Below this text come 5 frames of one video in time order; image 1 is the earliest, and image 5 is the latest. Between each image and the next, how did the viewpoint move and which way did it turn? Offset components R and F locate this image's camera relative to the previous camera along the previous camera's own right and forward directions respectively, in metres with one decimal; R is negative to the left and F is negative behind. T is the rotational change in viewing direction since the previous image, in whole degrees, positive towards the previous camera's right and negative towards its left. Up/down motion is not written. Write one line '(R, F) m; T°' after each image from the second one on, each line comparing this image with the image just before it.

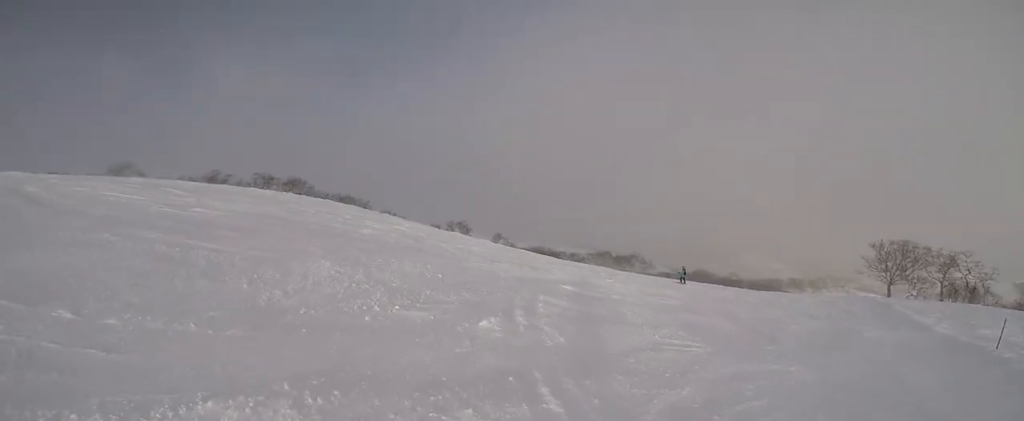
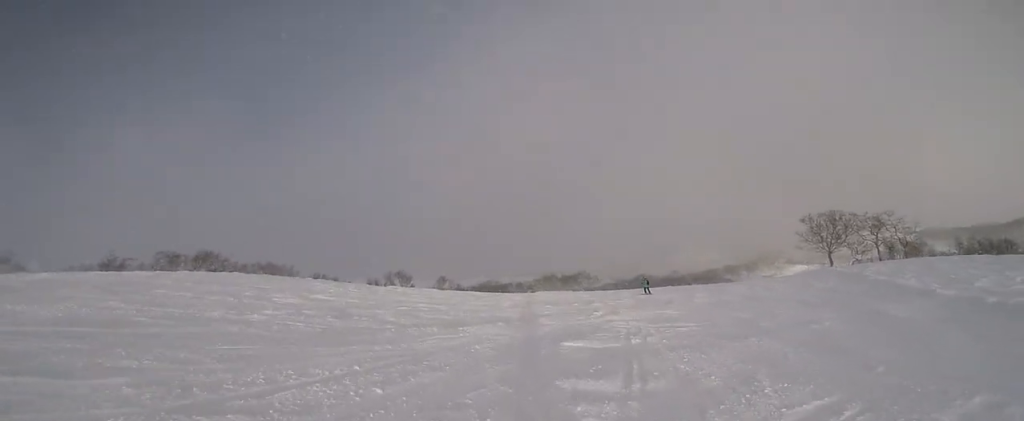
(-0.1, +3.7) m; -1°
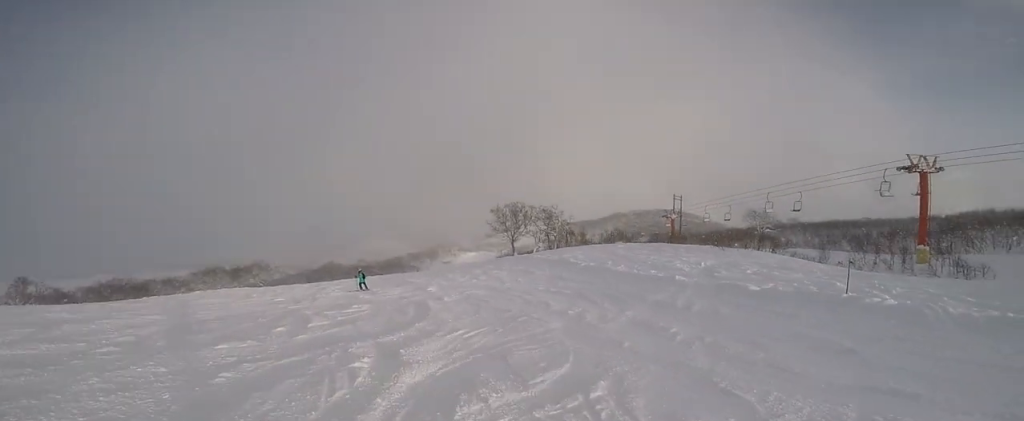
(+4.1, +7.3) m; +54°
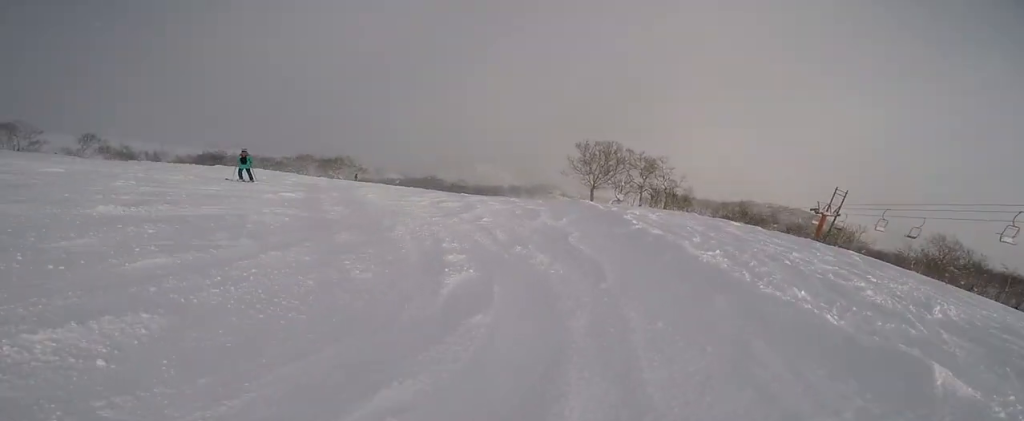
(+1.1, +13.5) m; -28°
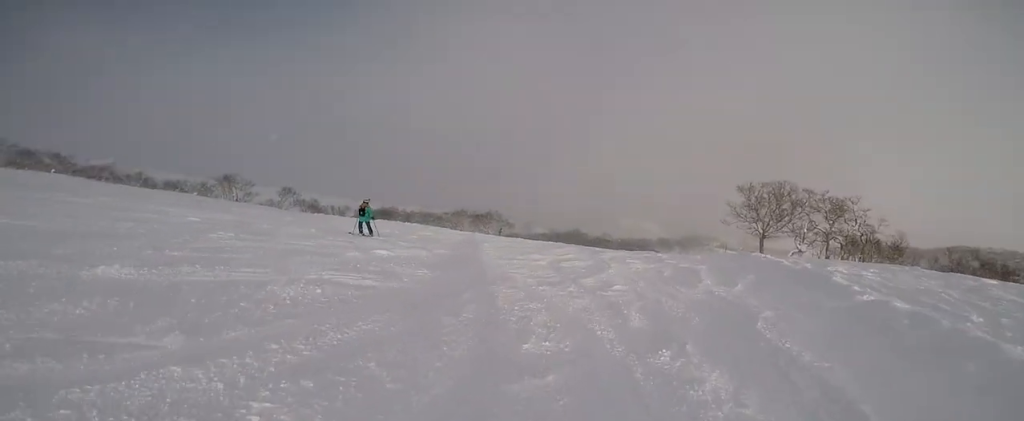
(-0.8, +3.1) m; -24°
